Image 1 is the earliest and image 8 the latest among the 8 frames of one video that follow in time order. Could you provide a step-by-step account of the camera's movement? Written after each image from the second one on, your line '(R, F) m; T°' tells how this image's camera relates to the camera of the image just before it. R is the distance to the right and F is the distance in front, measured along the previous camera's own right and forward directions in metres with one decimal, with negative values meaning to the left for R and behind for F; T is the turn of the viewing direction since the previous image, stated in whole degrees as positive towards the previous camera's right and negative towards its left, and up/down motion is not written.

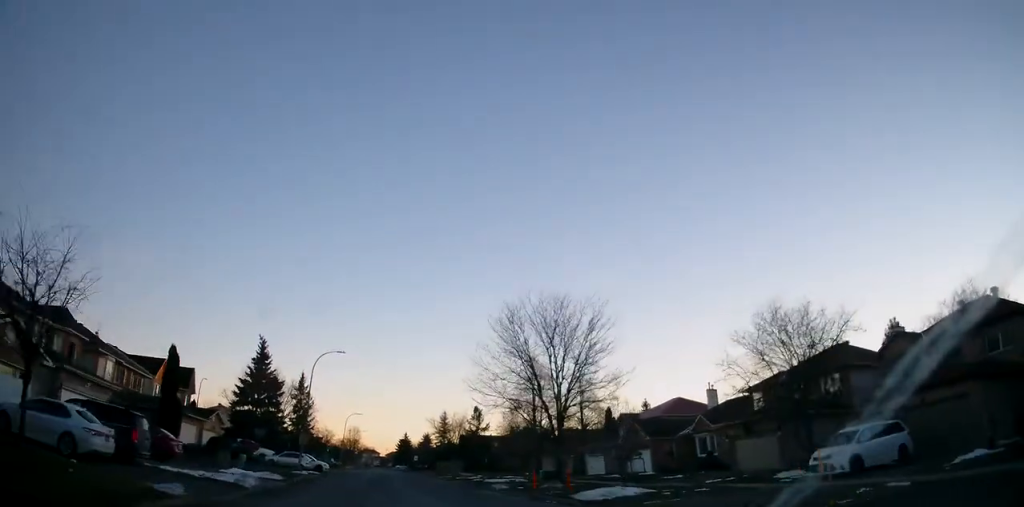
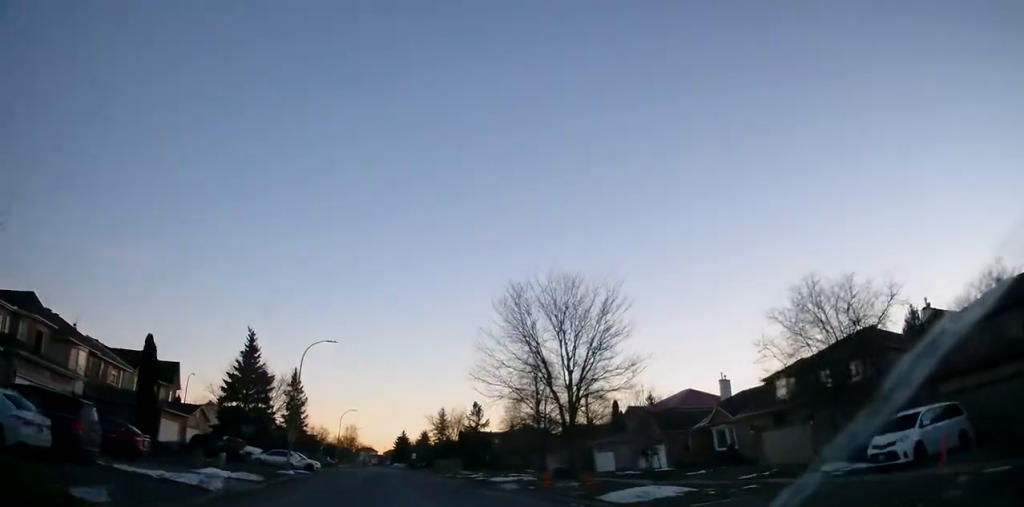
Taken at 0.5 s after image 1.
(+0.2, +3.2) m; +1°
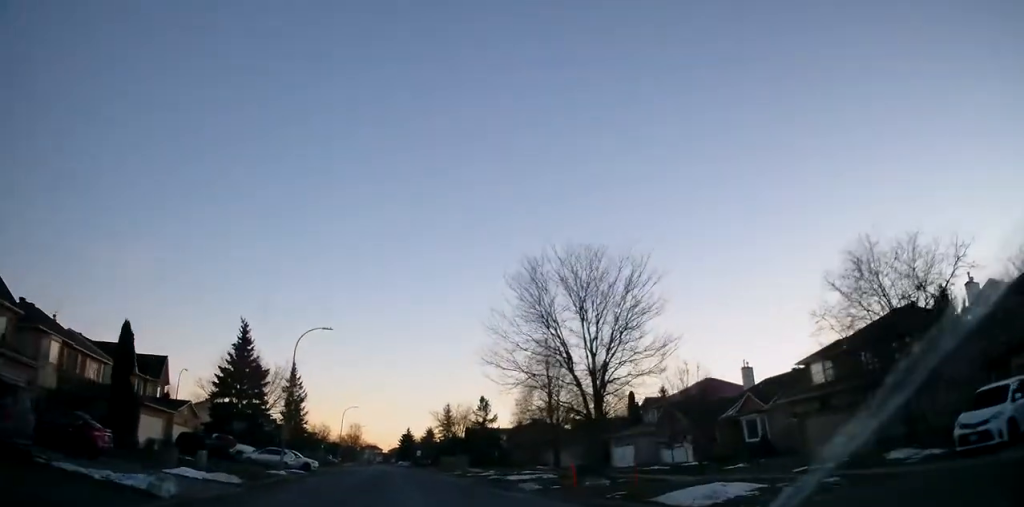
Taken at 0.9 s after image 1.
(+0.2, +3.3) m; +1°
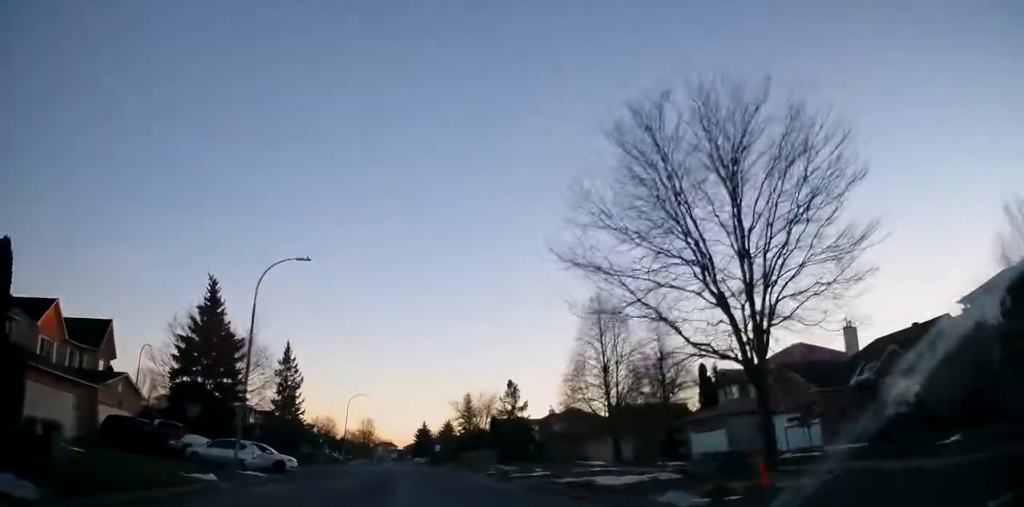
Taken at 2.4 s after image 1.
(-0.3, +12.7) m; -3°
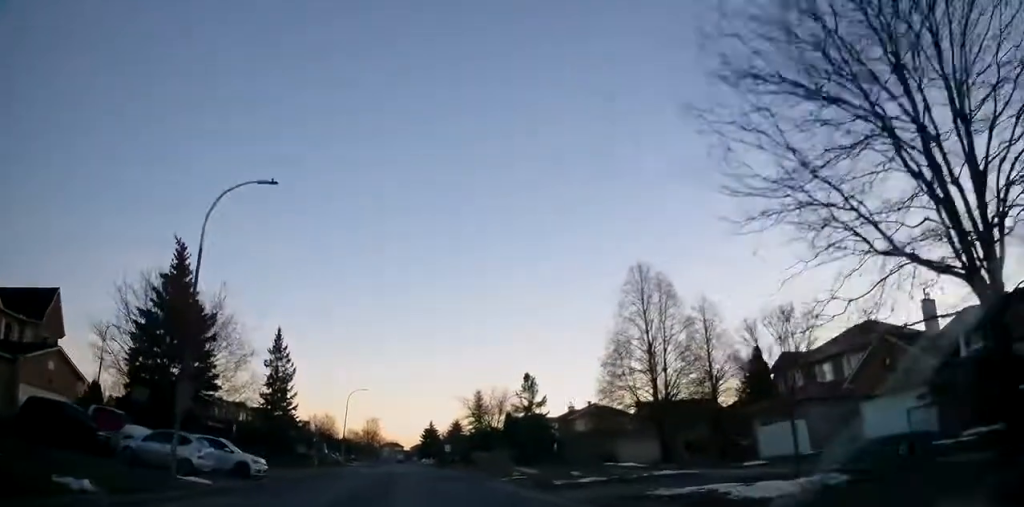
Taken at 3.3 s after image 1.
(-0.1, +7.9) m; -1°
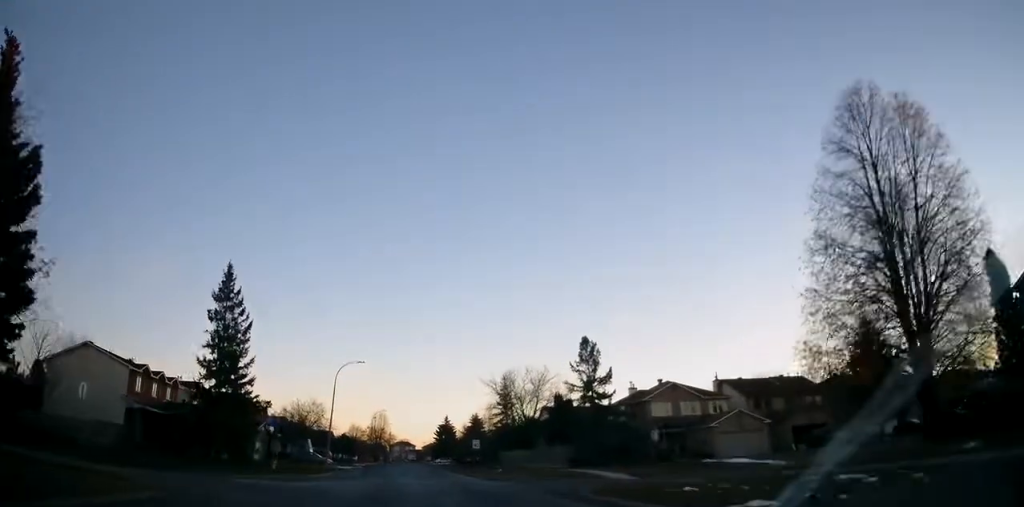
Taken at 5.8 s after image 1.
(-0.5, +21.6) m; -1°
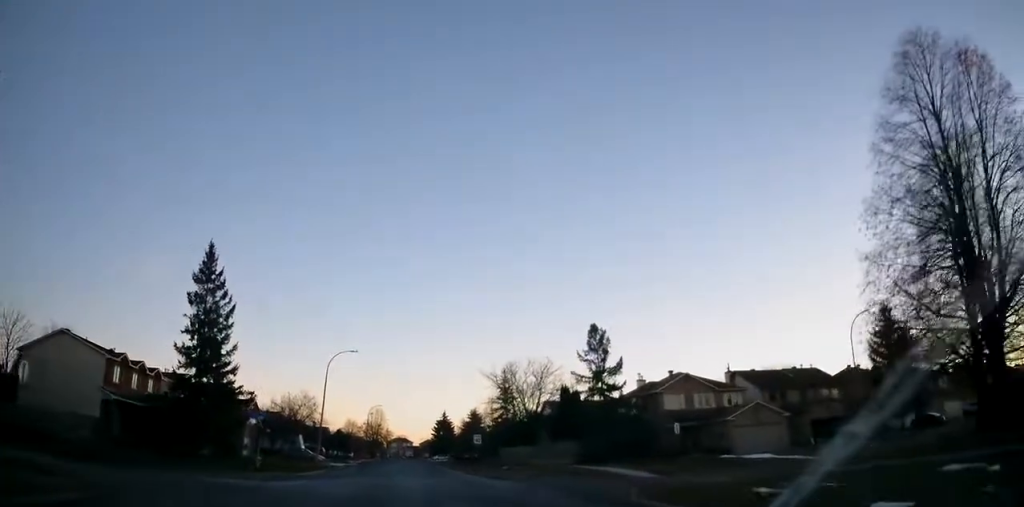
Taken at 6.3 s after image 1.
(0.0, +3.9) m; +1°
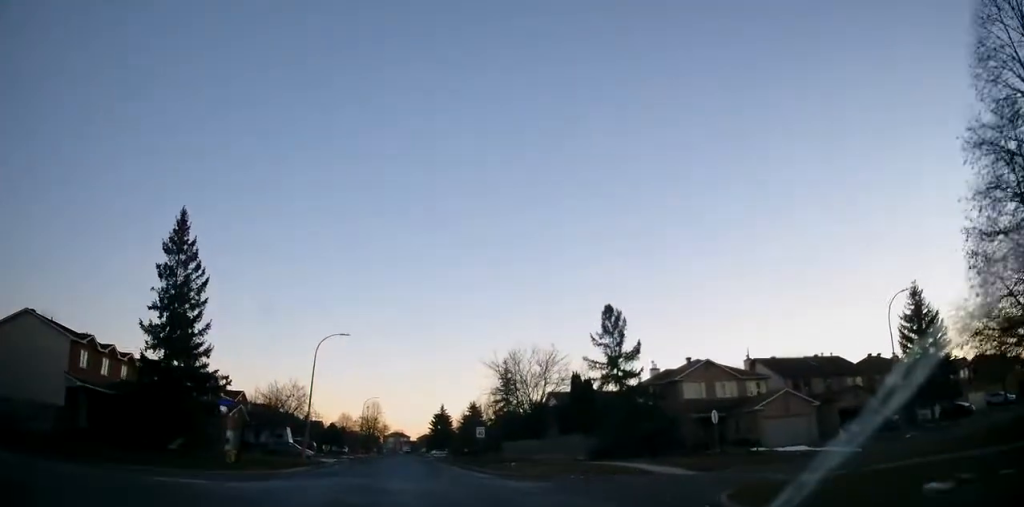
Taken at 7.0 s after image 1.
(+0.1, +5.5) m; +1°
